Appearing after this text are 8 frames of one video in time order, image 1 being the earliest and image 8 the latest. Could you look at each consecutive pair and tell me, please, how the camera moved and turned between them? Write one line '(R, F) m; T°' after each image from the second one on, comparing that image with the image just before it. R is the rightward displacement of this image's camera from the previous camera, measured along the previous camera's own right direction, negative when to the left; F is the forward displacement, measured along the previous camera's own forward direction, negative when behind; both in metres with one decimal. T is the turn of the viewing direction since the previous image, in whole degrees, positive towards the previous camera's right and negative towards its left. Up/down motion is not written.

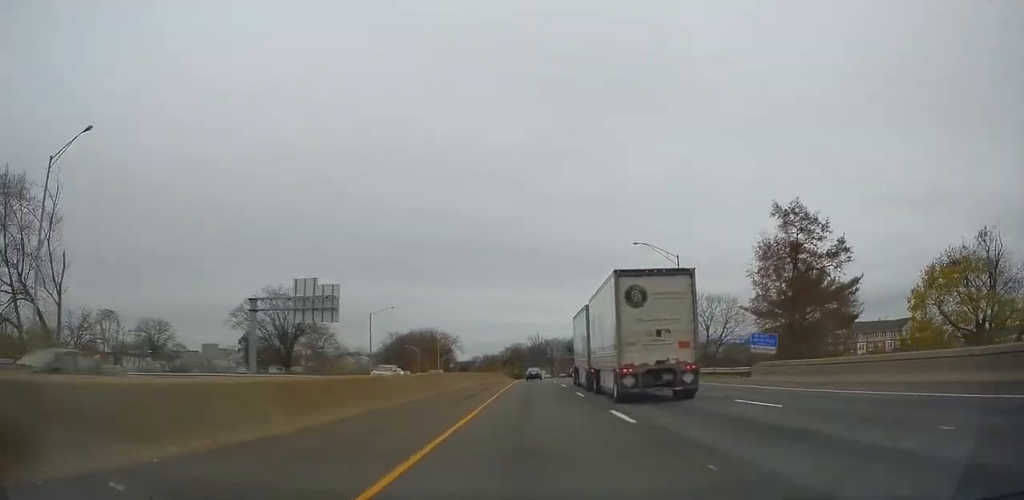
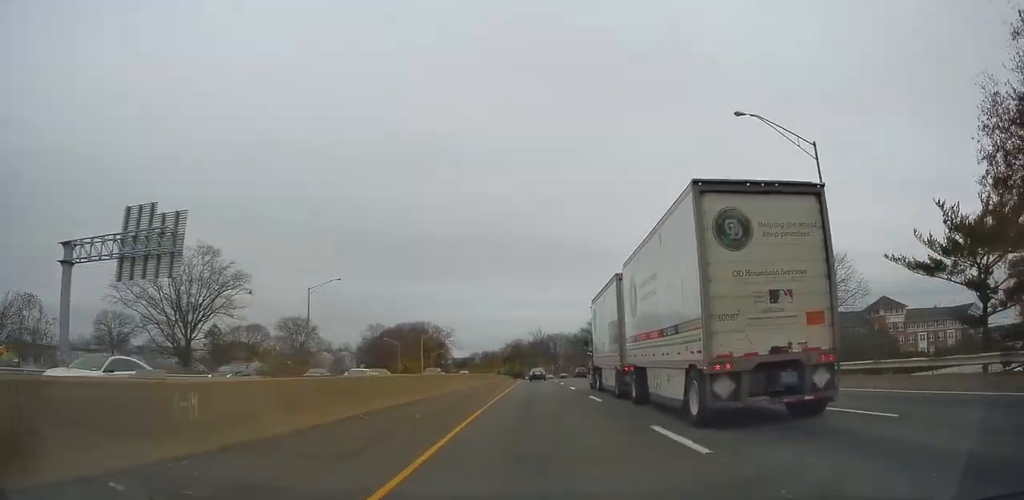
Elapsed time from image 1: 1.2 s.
(+0.1, +29.8) m; 0°
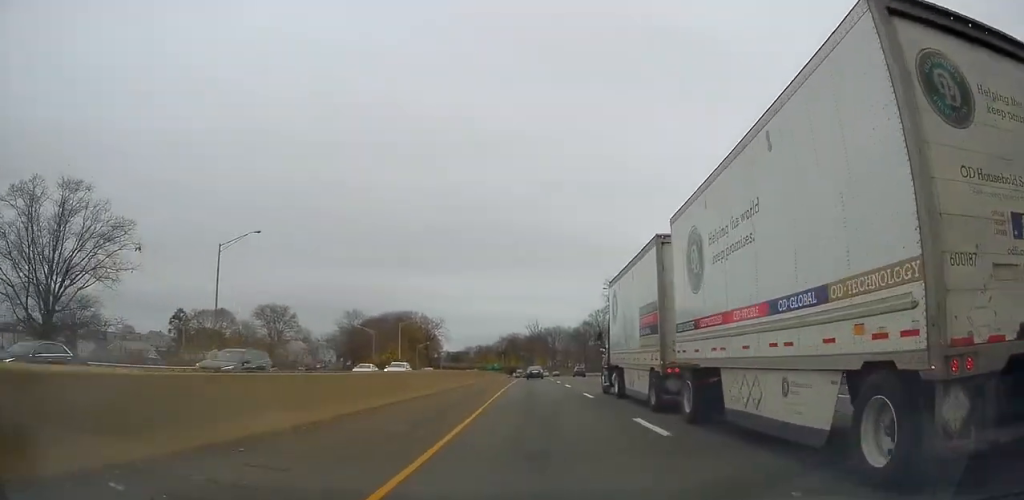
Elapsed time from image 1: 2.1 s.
(0.0, +22.4) m; 0°
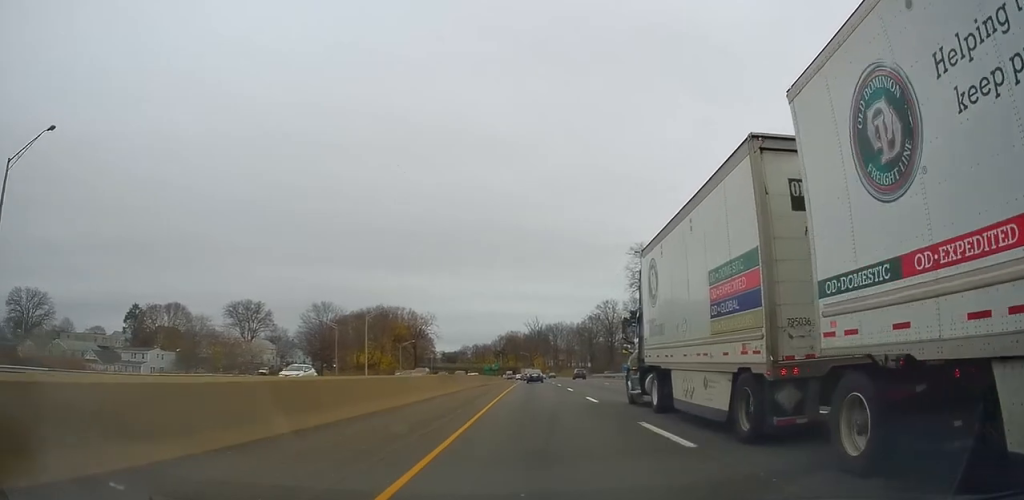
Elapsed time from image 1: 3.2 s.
(-0.2, +26.0) m; -1°
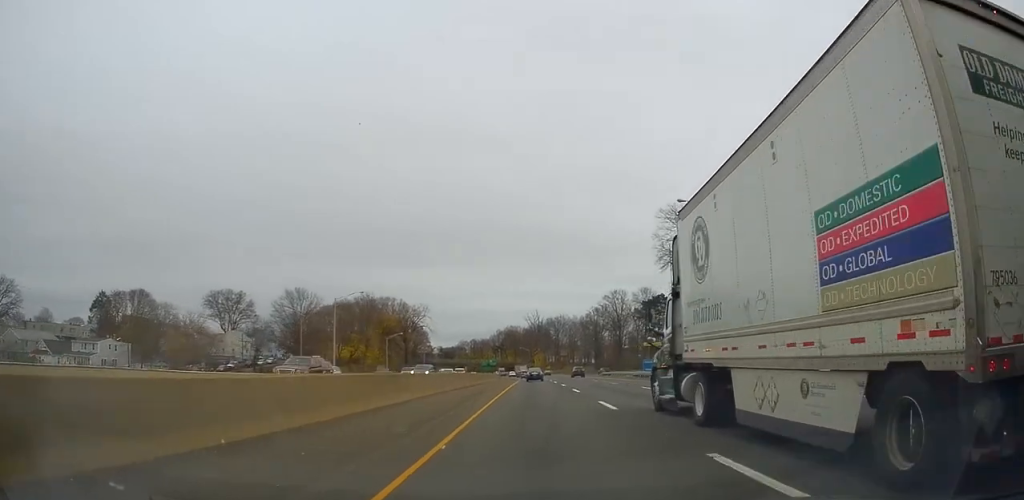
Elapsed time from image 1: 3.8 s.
(-0.4, +16.5) m; 0°
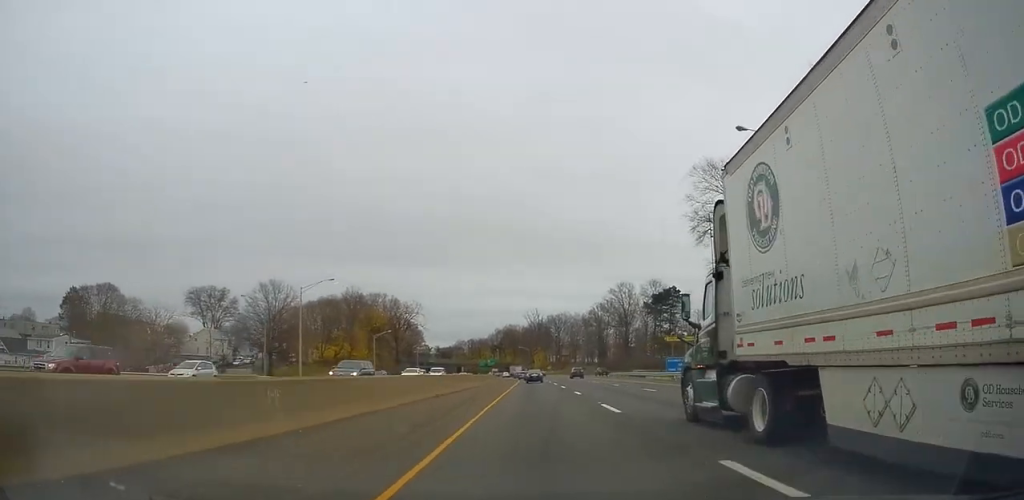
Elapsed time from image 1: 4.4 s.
(+0.3, +12.3) m; +1°
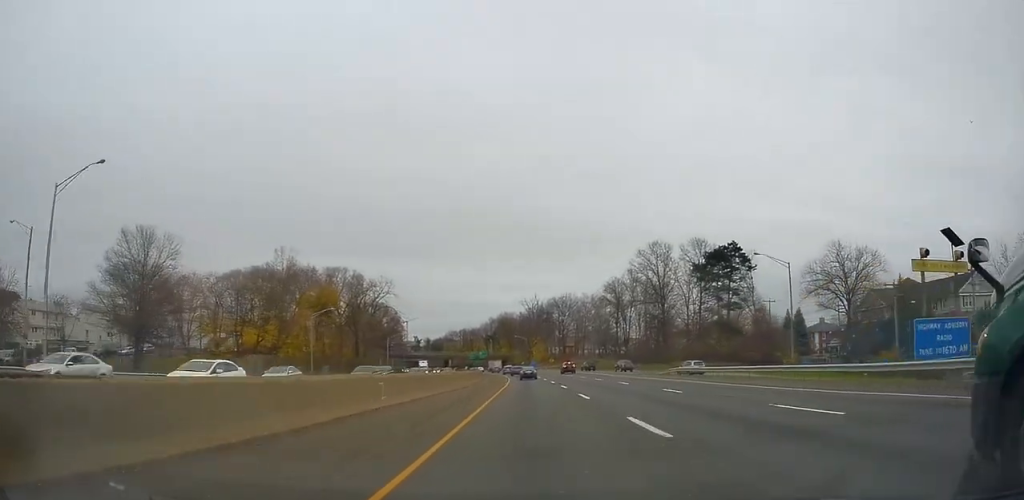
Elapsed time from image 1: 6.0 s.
(+0.1, +40.7) m; -1°
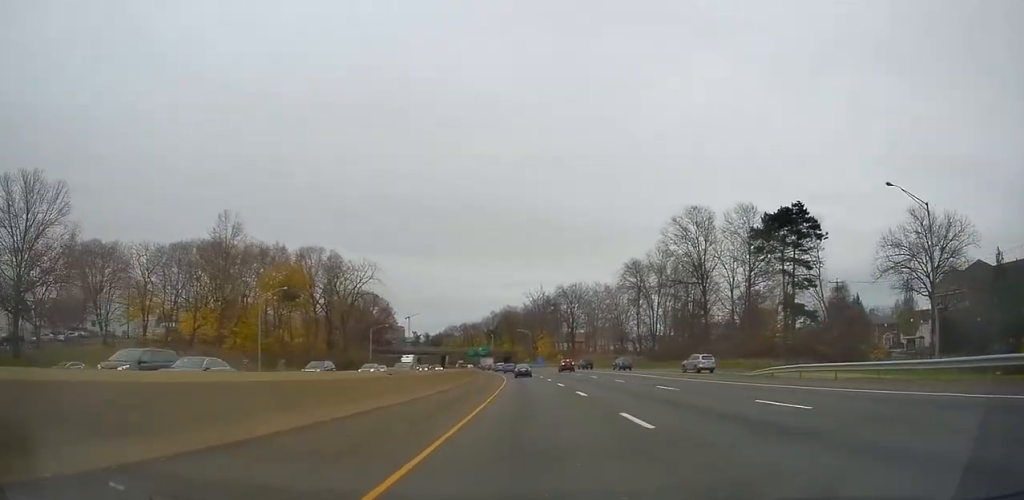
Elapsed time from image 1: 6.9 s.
(-0.3, +22.0) m; +1°
